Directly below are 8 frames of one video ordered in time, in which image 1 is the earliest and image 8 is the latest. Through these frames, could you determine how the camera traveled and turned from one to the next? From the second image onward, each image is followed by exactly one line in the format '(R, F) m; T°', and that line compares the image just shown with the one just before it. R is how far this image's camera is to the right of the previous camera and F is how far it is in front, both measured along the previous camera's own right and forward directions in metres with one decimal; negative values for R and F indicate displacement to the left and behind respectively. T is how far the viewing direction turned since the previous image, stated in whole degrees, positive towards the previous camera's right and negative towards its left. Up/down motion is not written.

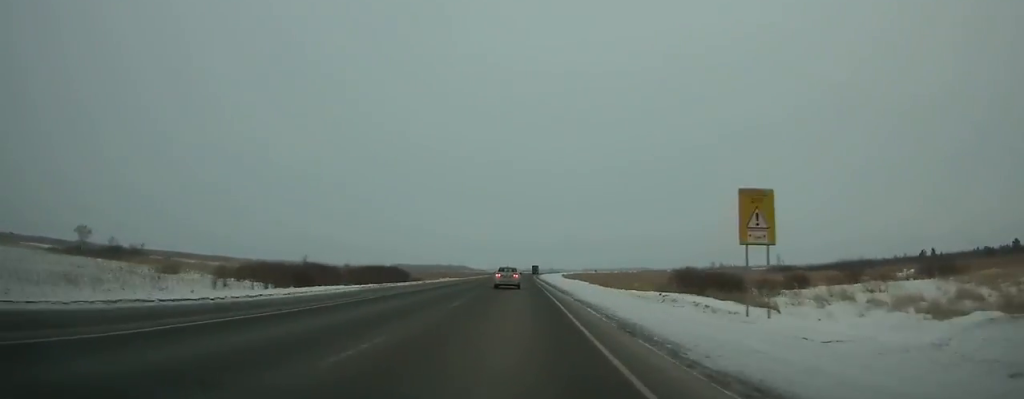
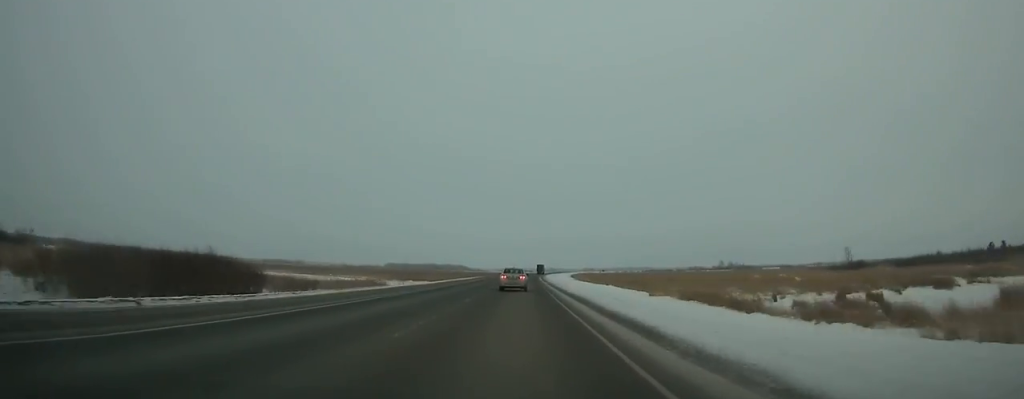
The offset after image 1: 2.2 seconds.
(0.0, +55.8) m; 0°
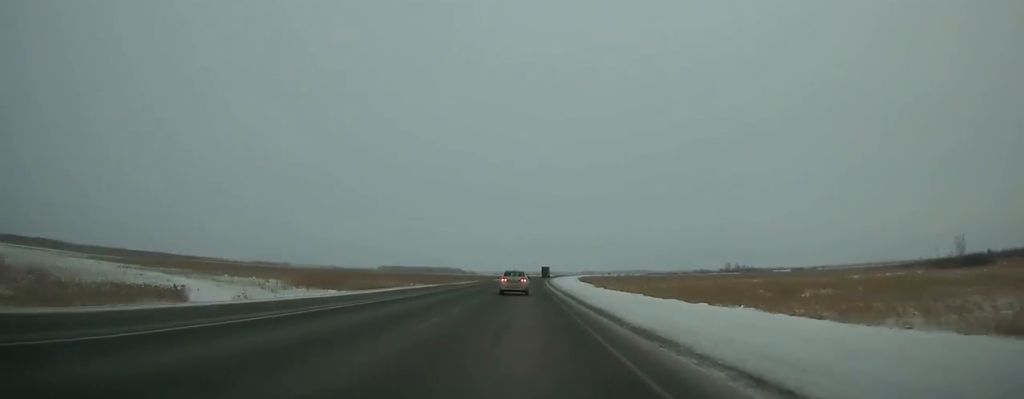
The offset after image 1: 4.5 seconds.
(+0.2, +58.1) m; +1°
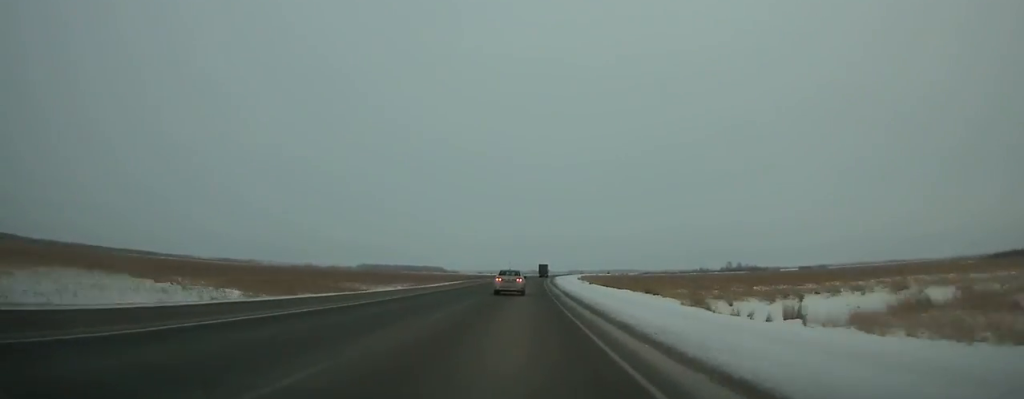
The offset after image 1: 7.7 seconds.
(+1.1, +80.8) m; +1°
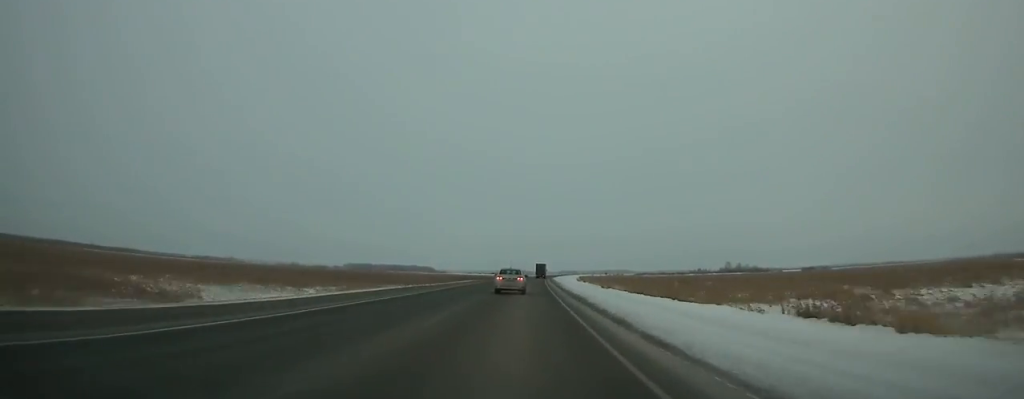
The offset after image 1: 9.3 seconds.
(+0.2, +40.5) m; +1°
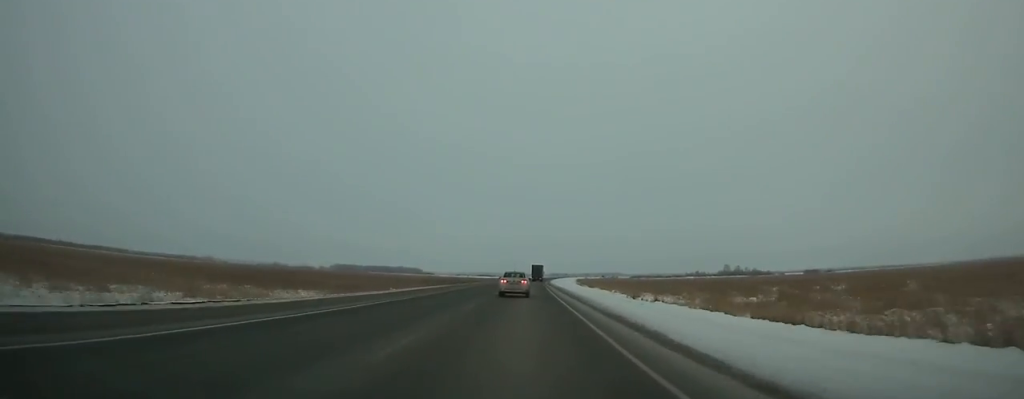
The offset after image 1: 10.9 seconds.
(+0.2, +40.8) m; +1°
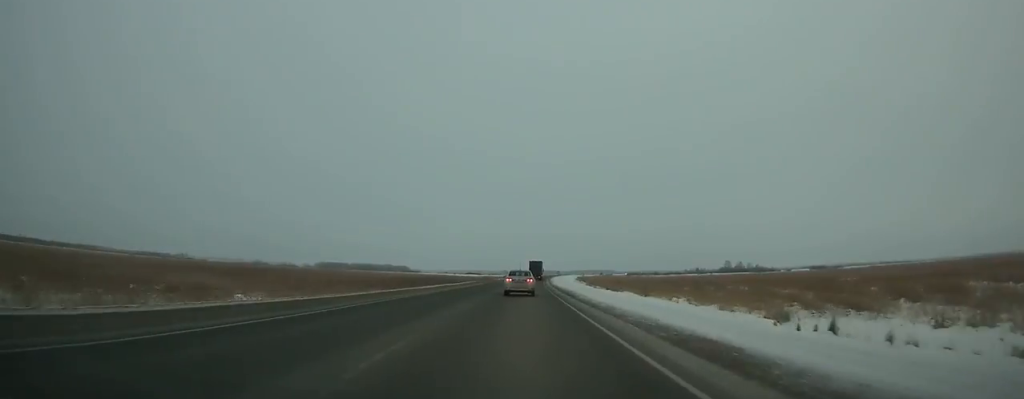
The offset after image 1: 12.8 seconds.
(+0.3, +48.6) m; +1°
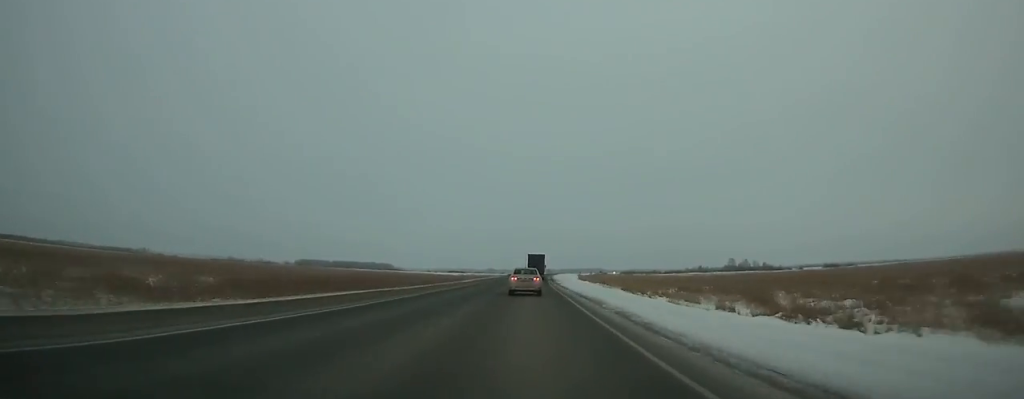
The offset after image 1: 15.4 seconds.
(+0.8, +66.7) m; +1°
